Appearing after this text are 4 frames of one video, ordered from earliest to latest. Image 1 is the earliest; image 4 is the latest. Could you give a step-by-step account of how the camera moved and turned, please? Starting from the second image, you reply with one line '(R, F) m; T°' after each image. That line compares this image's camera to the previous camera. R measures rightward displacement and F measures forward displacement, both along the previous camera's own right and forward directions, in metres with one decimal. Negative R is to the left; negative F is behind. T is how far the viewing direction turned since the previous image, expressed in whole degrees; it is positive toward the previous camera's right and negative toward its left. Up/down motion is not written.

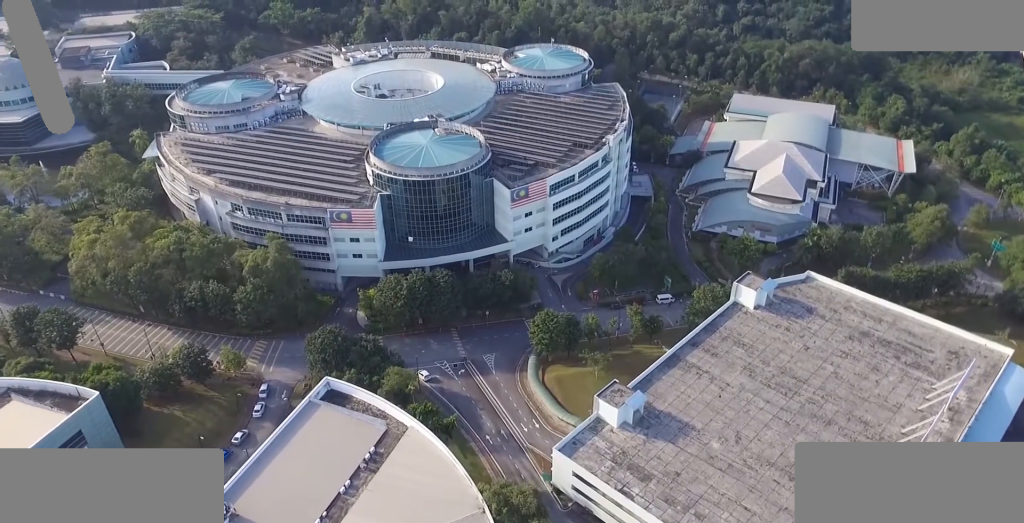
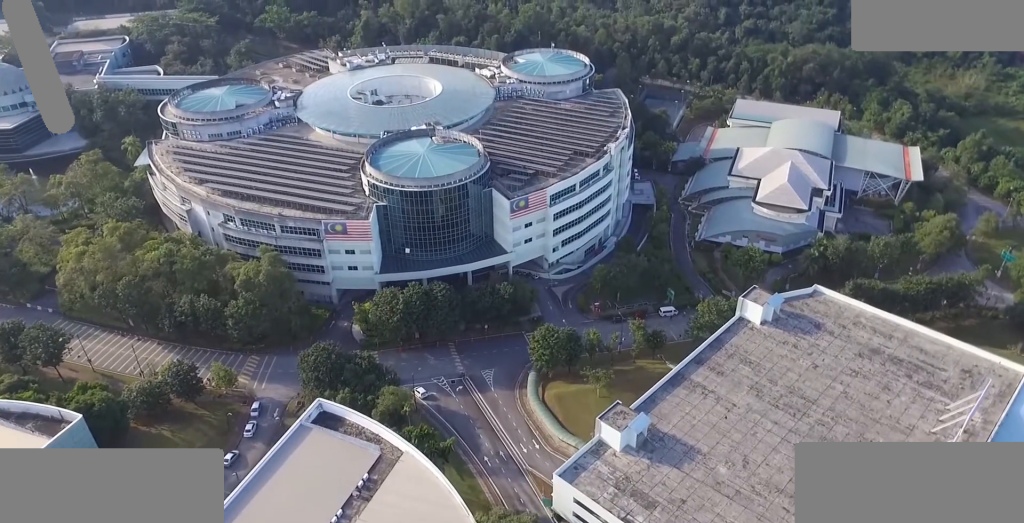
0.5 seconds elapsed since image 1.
(0.0, +5.1) m; 0°
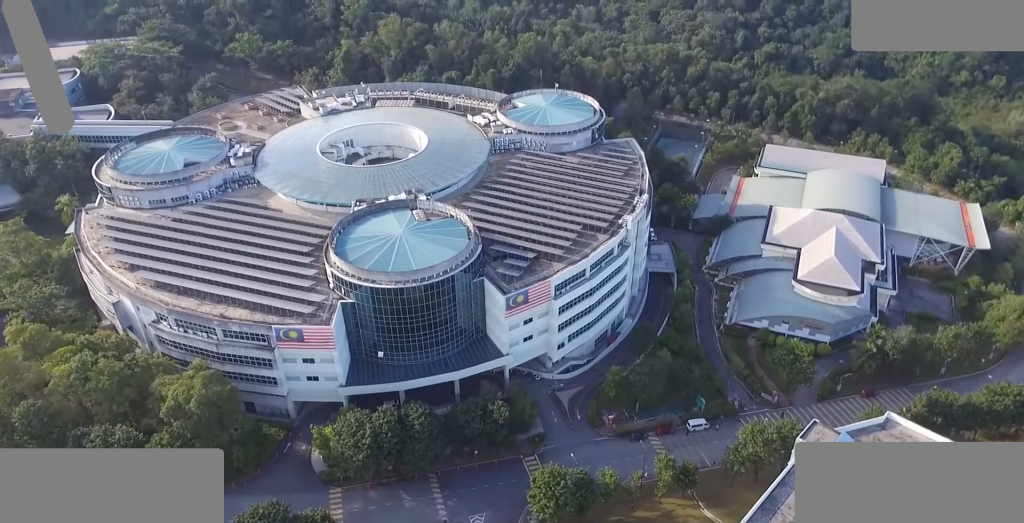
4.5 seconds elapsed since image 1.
(-0.4, +39.0) m; 0°
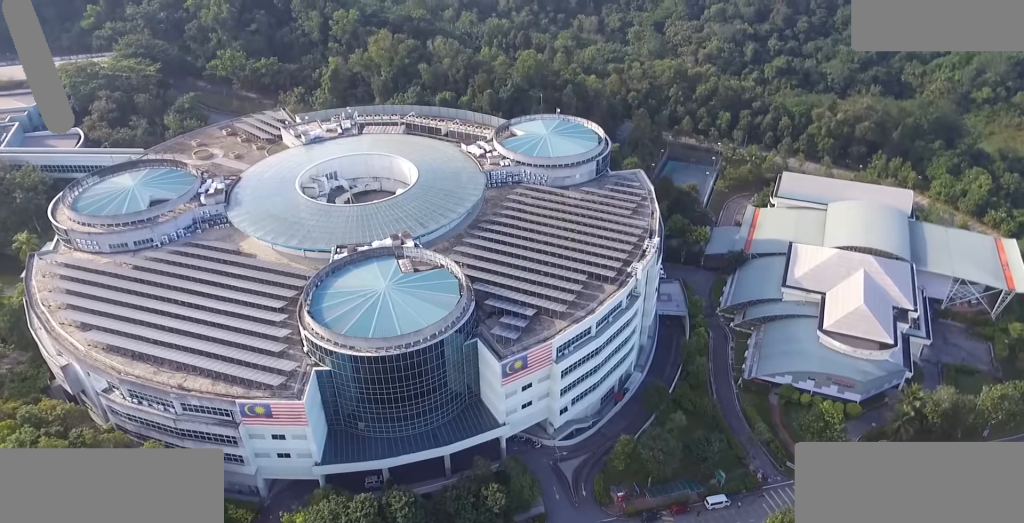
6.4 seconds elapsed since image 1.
(+0.1, +19.3) m; 0°
